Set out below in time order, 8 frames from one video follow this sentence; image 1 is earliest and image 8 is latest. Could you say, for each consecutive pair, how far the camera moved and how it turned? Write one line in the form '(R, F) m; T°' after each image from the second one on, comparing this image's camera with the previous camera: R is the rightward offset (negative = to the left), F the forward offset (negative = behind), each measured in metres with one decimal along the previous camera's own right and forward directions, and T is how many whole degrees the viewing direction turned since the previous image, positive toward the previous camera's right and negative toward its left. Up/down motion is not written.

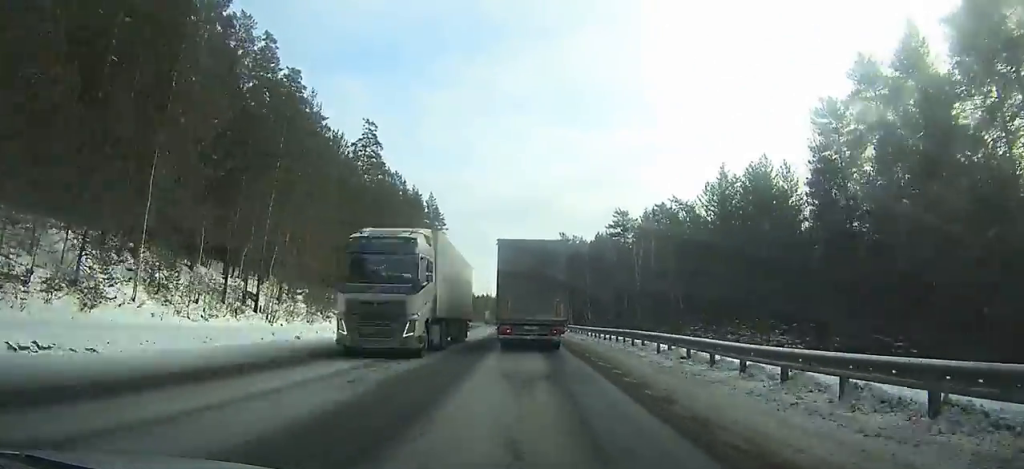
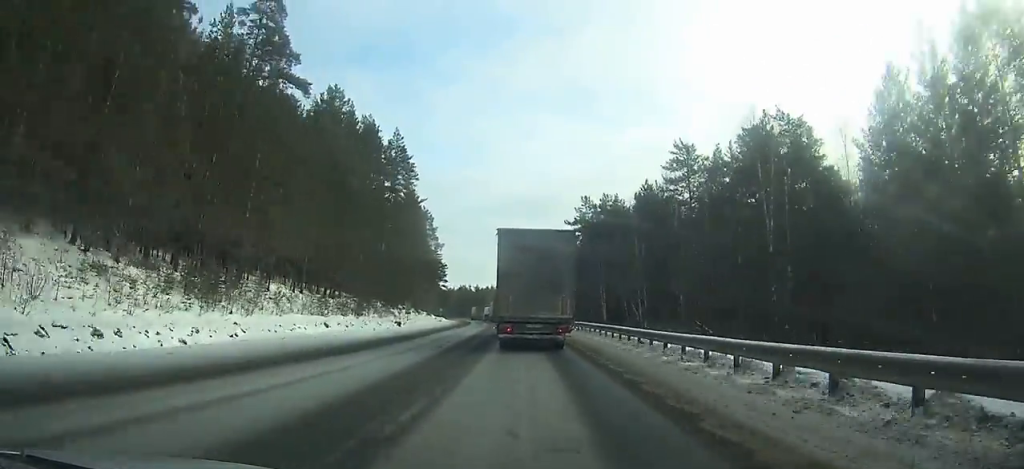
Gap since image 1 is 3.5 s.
(-0.4, +38.4) m; -1°
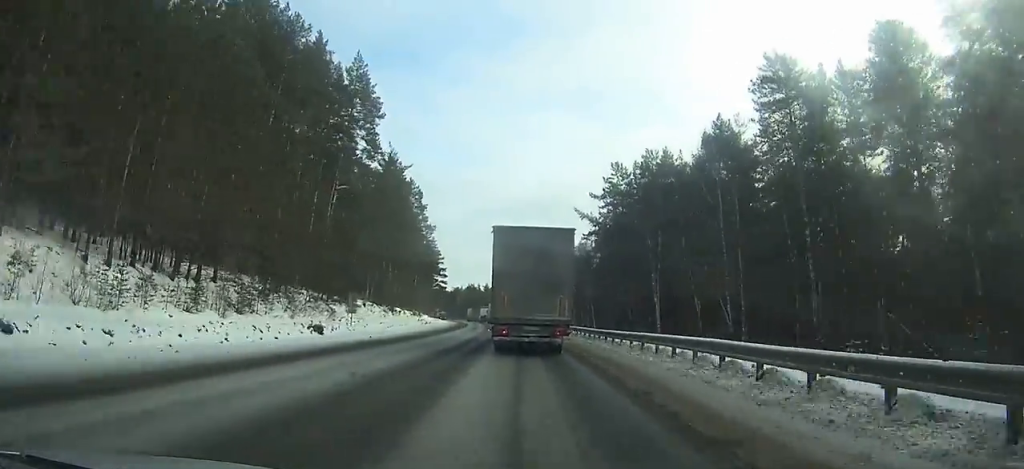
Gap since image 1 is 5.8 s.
(-0.2, +25.6) m; -1°
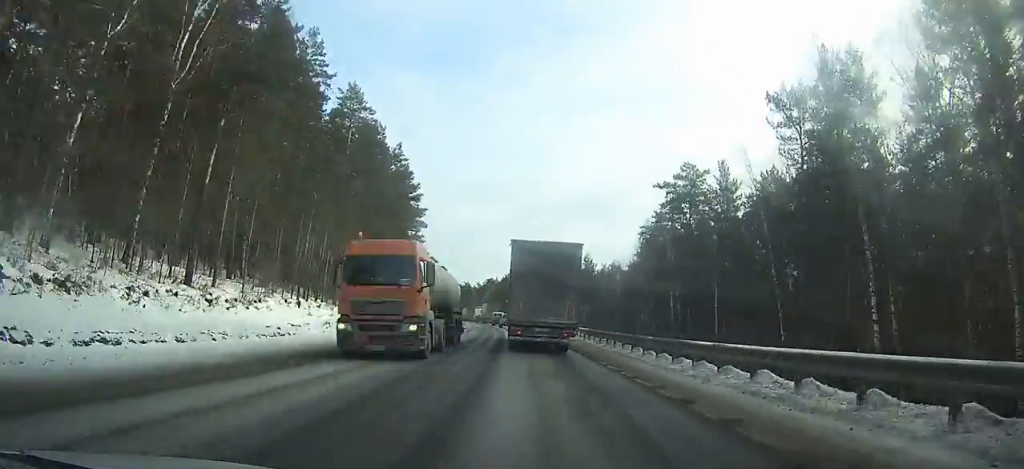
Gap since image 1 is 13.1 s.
(-3.0, +84.1) m; -4°
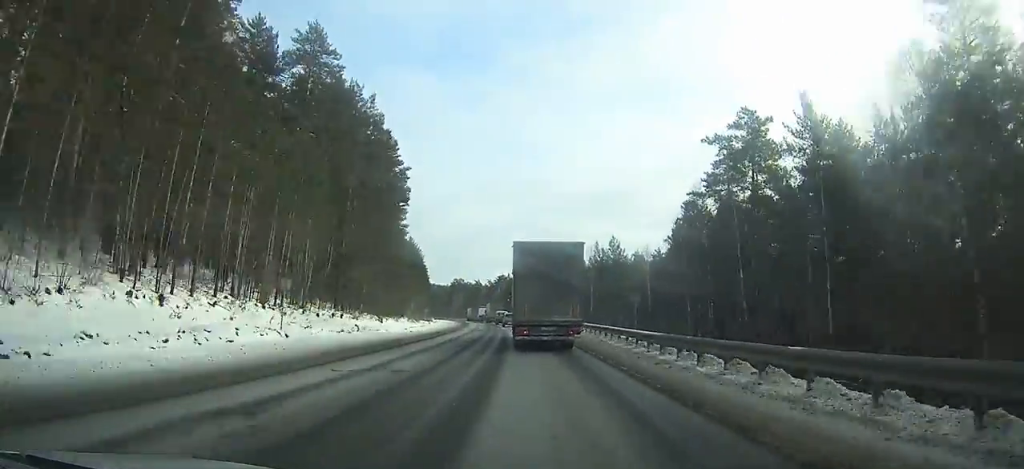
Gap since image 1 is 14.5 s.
(-0.1, +16.9) m; -1°
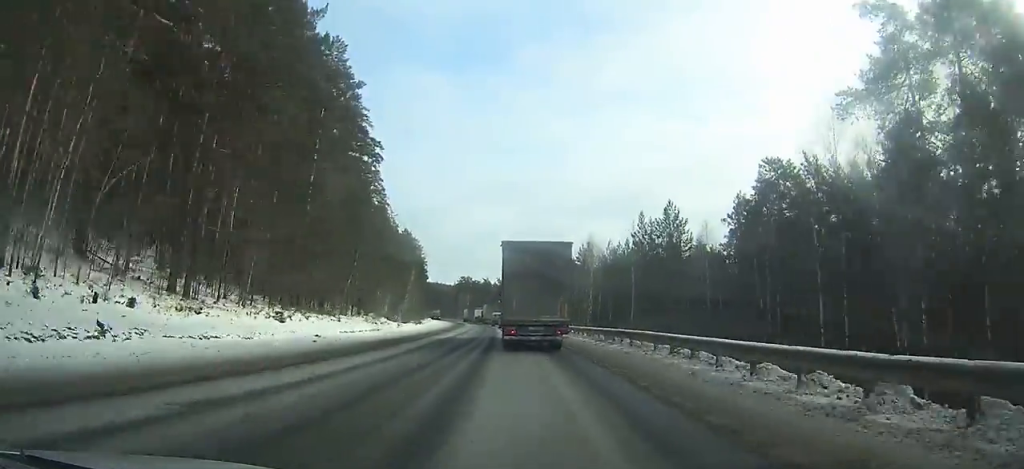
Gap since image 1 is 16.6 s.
(-0.1, +25.7) m; -2°
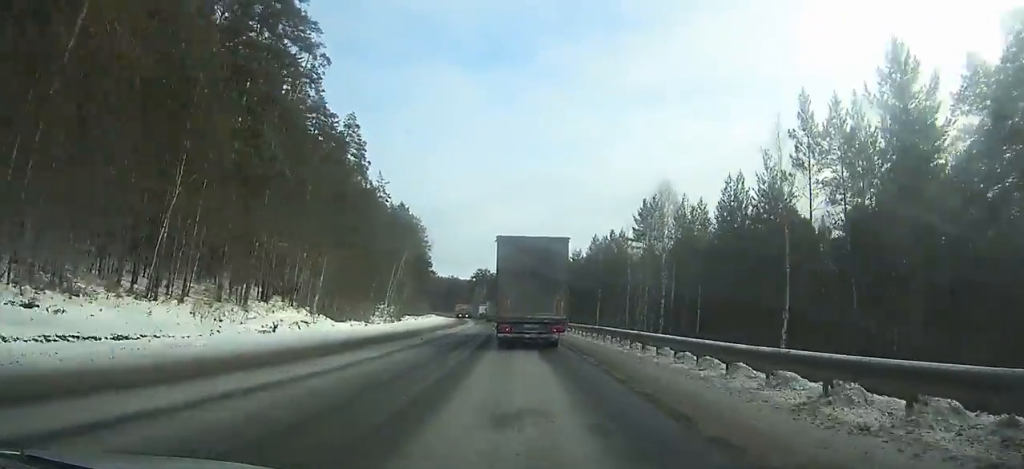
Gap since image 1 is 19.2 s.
(-0.9, +32.8) m; -2°
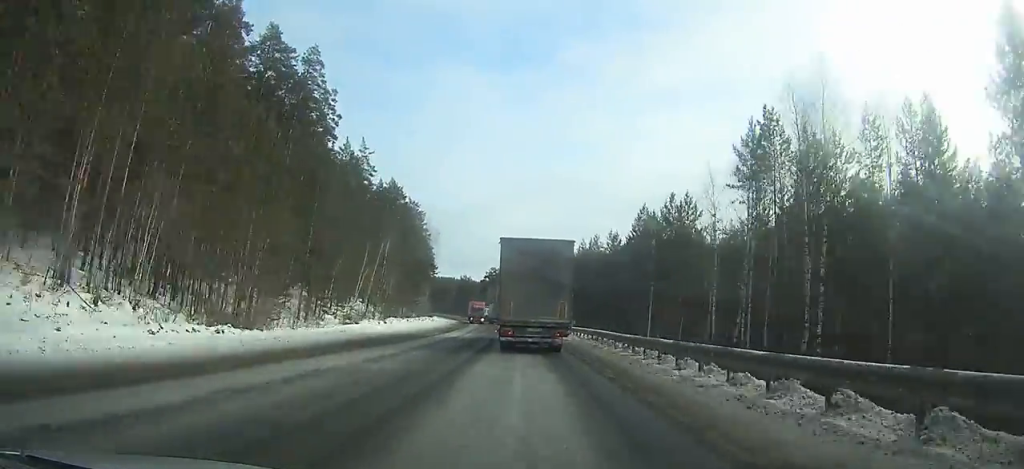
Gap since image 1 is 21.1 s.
(-0.4, +24.3) m; -2°
